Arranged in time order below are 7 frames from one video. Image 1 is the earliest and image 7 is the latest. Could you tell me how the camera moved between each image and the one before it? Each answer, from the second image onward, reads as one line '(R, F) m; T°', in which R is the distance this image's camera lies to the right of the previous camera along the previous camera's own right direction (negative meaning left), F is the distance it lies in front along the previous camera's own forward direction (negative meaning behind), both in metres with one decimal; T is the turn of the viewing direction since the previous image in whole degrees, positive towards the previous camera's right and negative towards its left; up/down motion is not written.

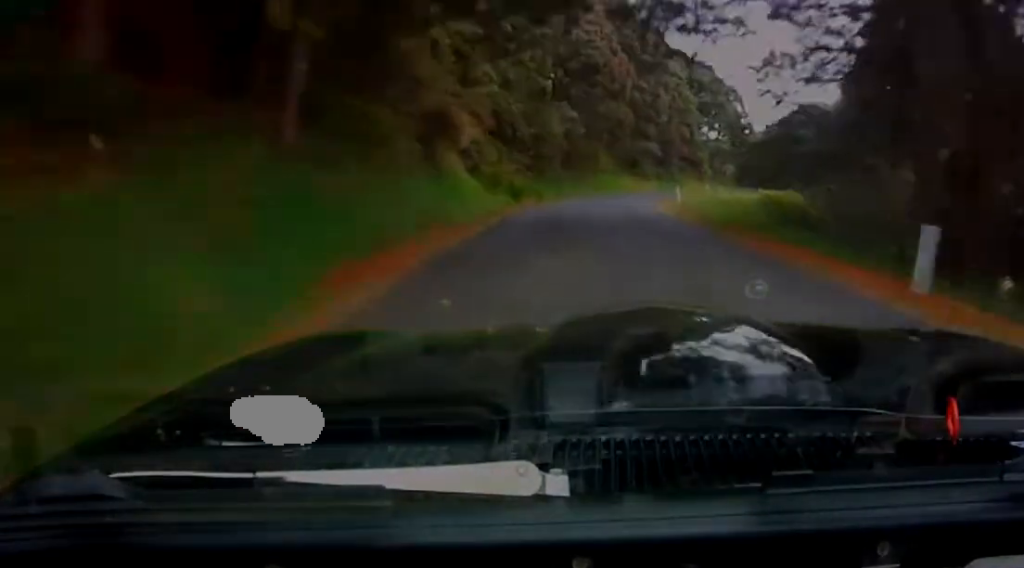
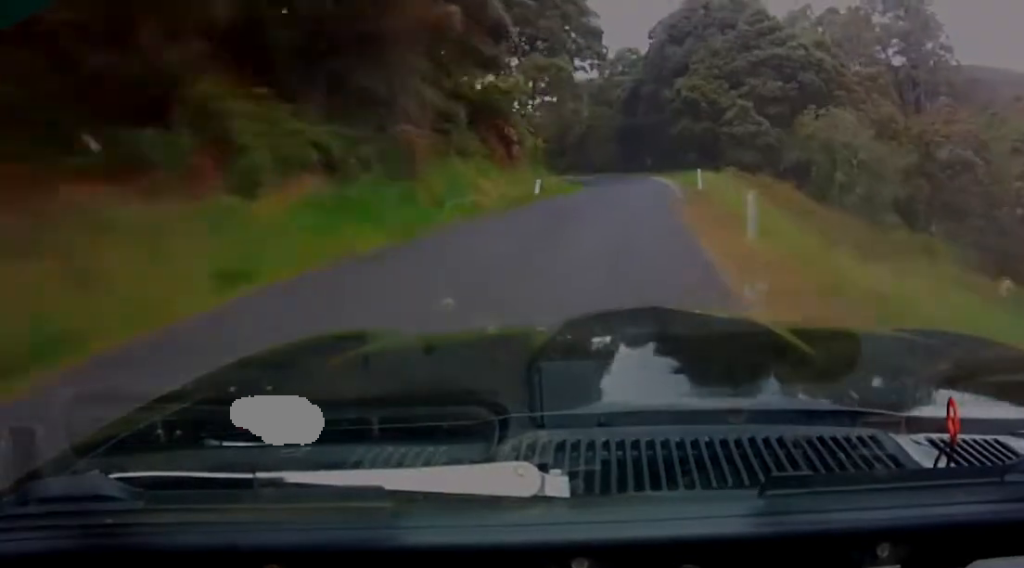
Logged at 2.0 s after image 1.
(+2.0, +67.2) m; +6°
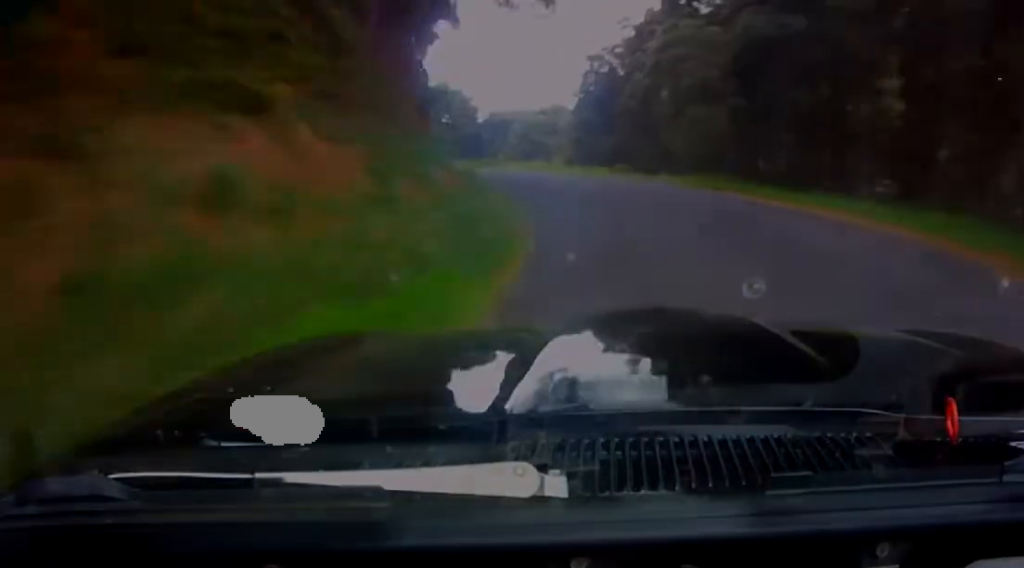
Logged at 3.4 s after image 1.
(+0.7, +50.0) m; -2°
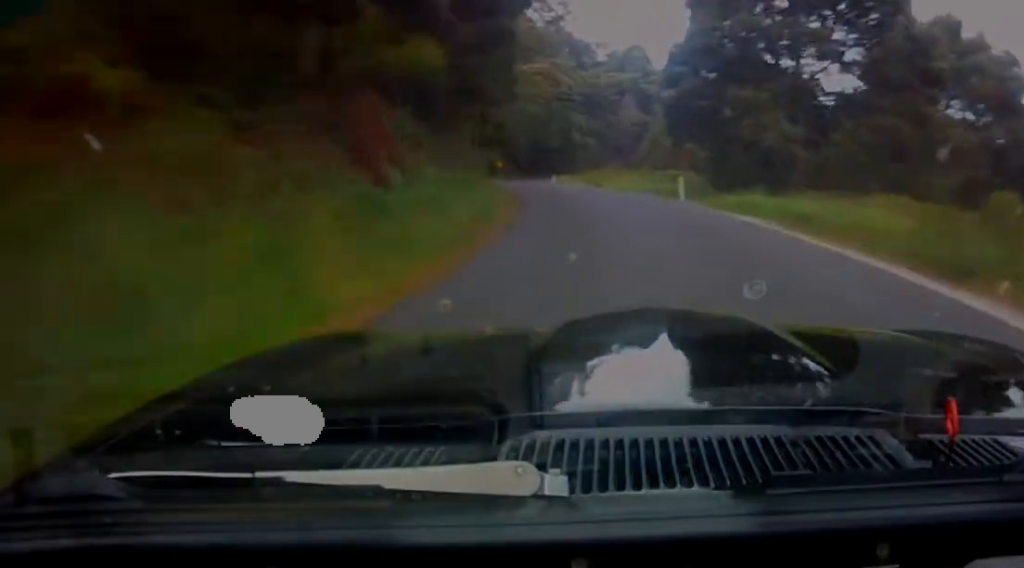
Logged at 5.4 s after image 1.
(-10.7, +61.5) m; -29°
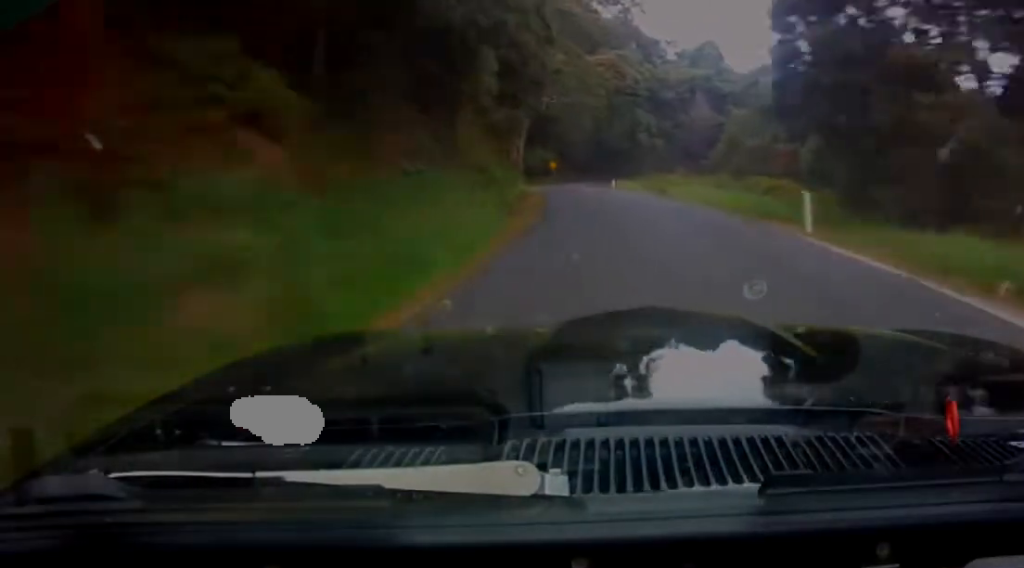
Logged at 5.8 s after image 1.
(+0.1, +12.6) m; -9°
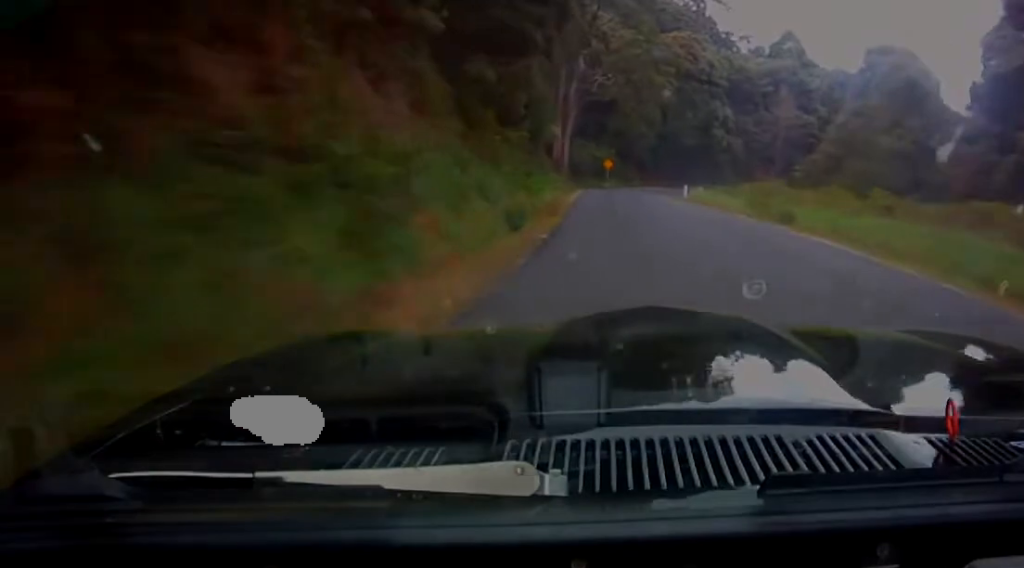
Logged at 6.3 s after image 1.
(-2.8, +16.9) m; -6°
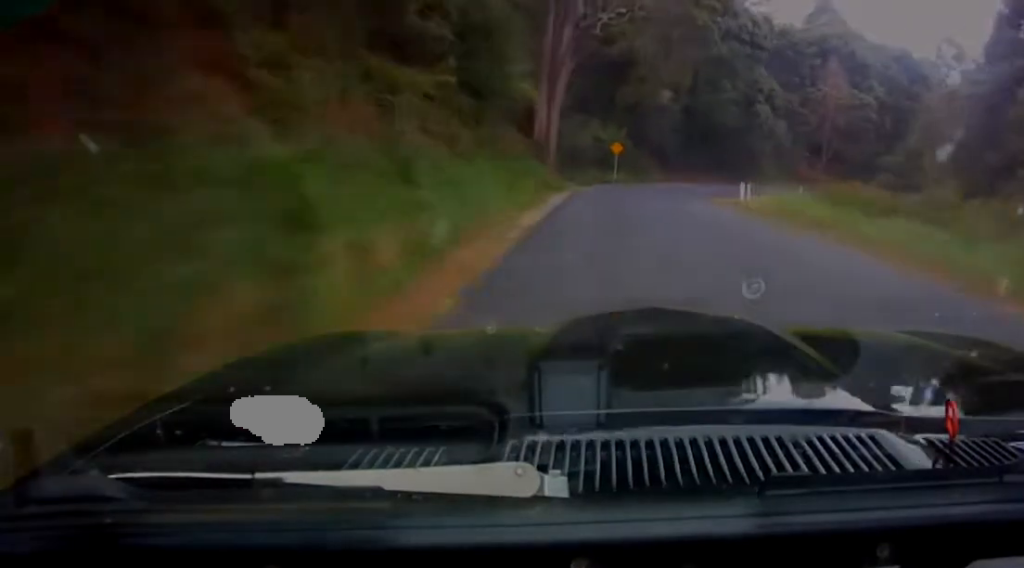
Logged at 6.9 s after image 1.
(-2.1, +19.5) m; -5°
